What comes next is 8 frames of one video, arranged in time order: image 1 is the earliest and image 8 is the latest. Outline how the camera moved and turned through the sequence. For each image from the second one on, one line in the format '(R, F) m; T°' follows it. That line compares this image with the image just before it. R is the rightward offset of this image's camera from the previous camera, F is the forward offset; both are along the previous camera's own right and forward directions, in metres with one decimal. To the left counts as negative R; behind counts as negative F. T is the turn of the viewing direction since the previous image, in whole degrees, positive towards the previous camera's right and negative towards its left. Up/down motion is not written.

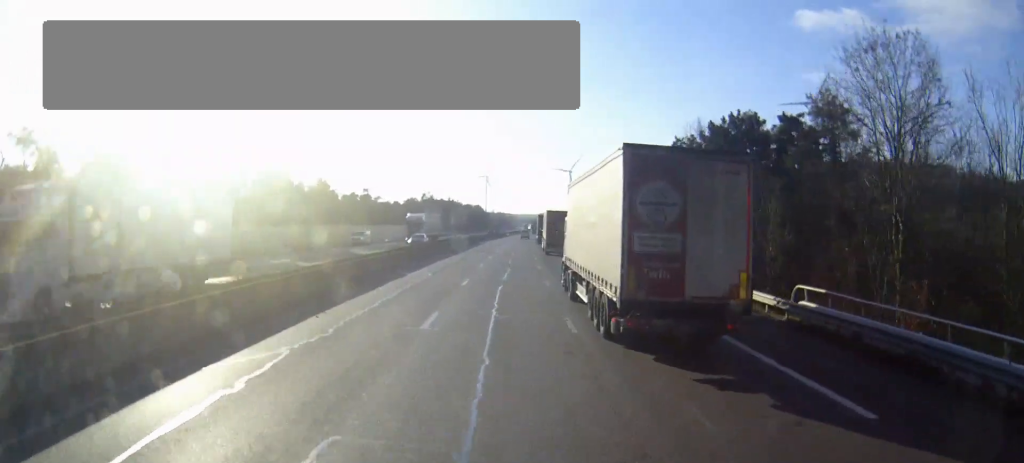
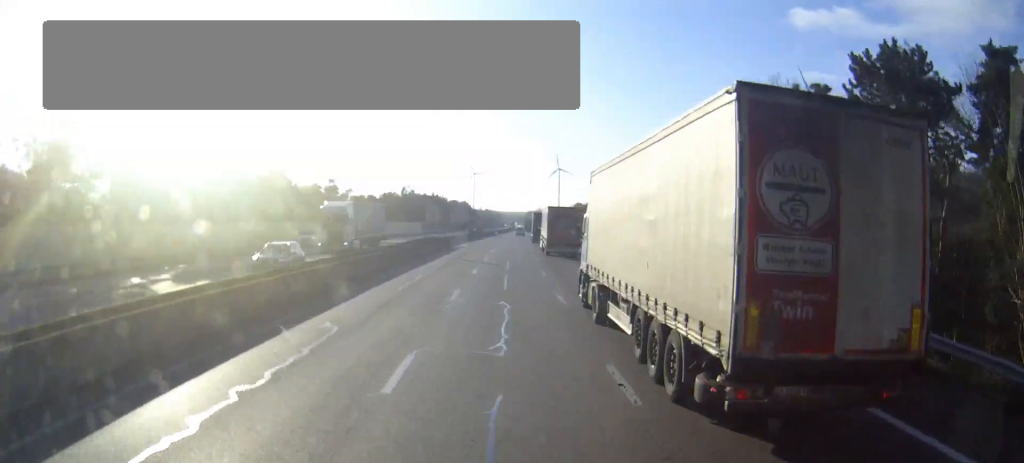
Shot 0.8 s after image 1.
(+0.1, +19.8) m; +1°
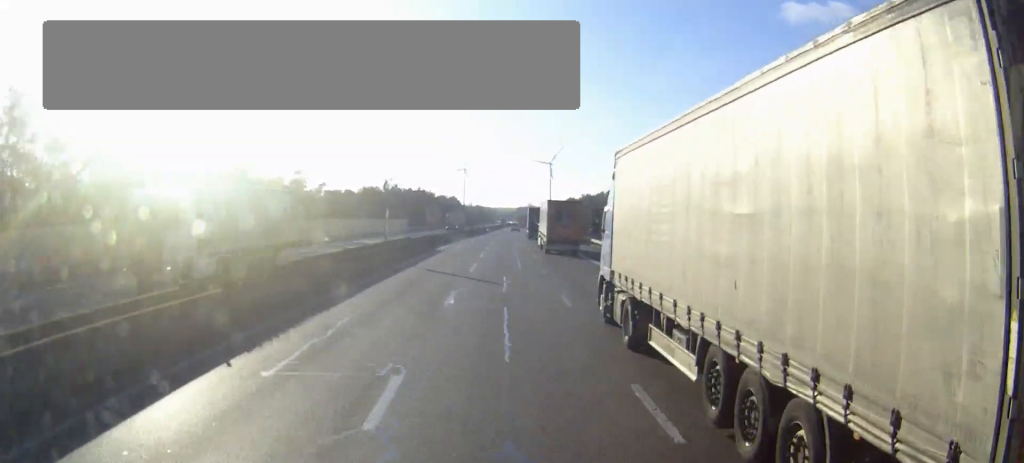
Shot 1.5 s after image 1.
(+0.1, +15.0) m; +1°
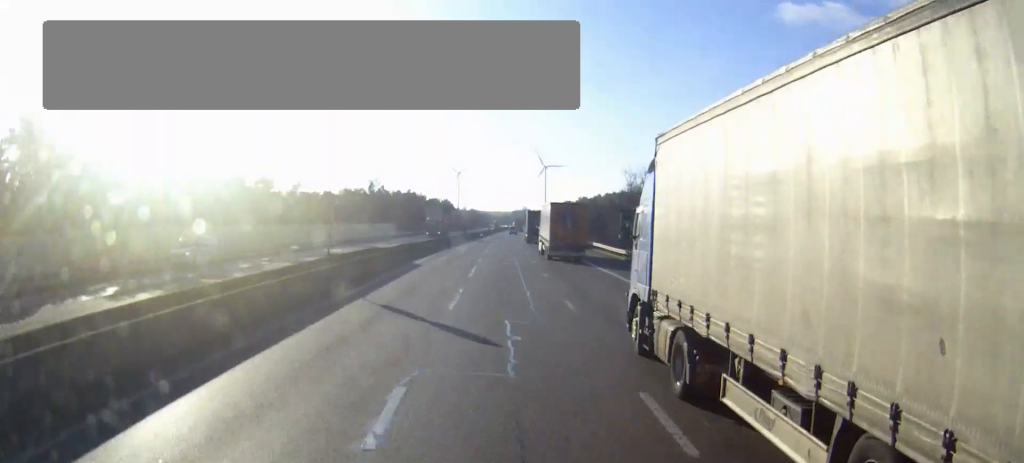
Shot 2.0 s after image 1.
(+0.1, +13.4) m; 0°
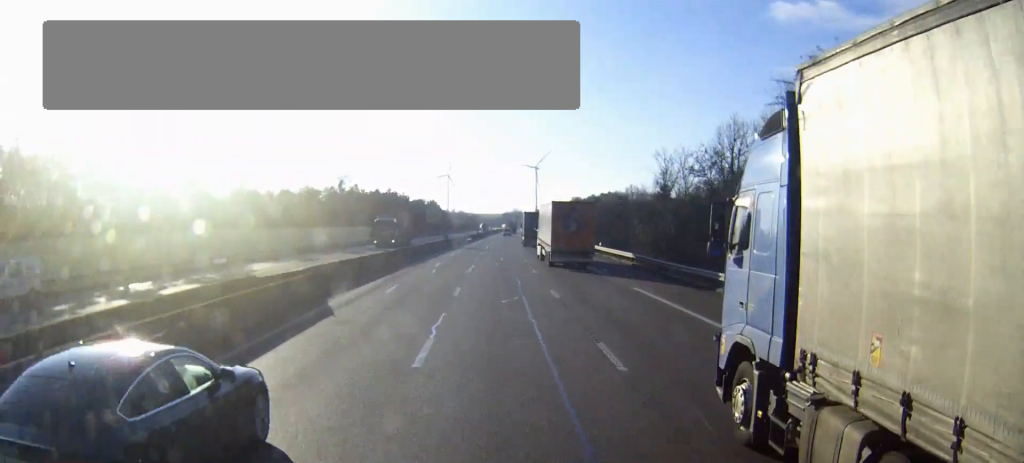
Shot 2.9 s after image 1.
(+0.1, +21.3) m; 0°
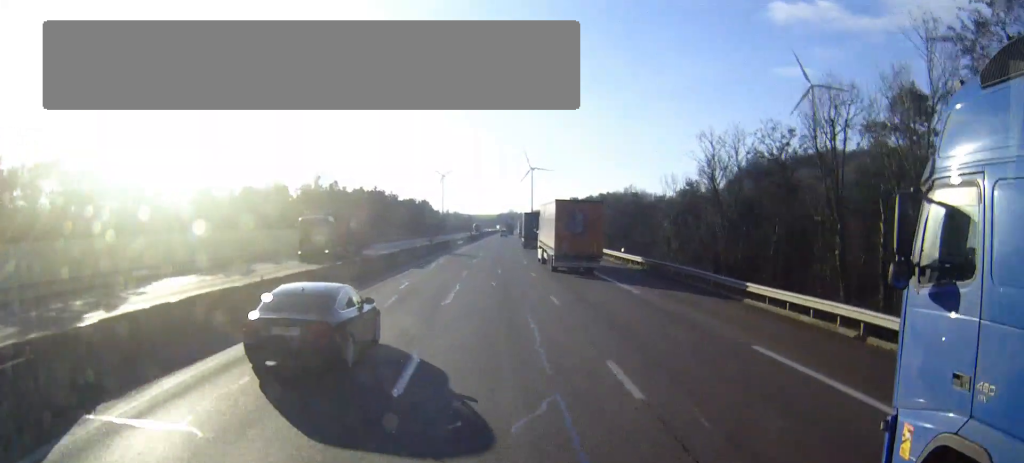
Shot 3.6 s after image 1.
(0.0, +15.0) m; 0°
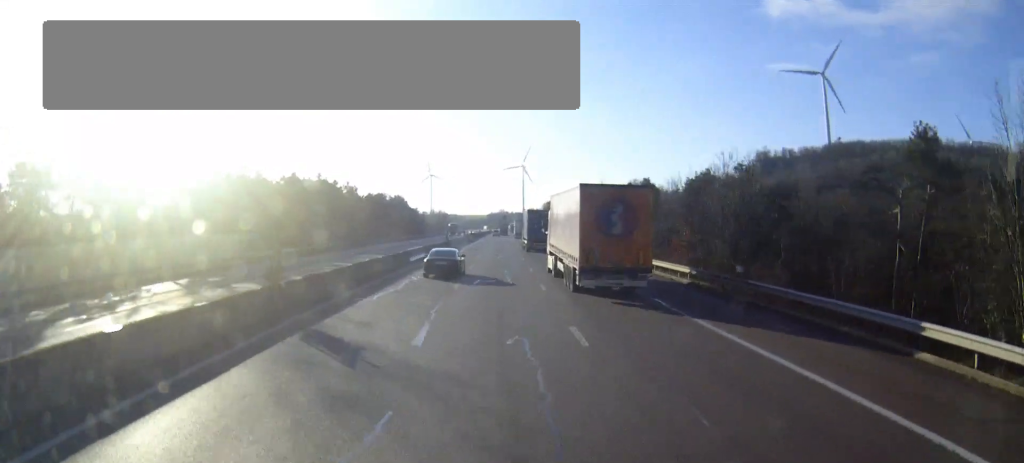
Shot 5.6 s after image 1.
(+0.5, +47.6) m; +1°
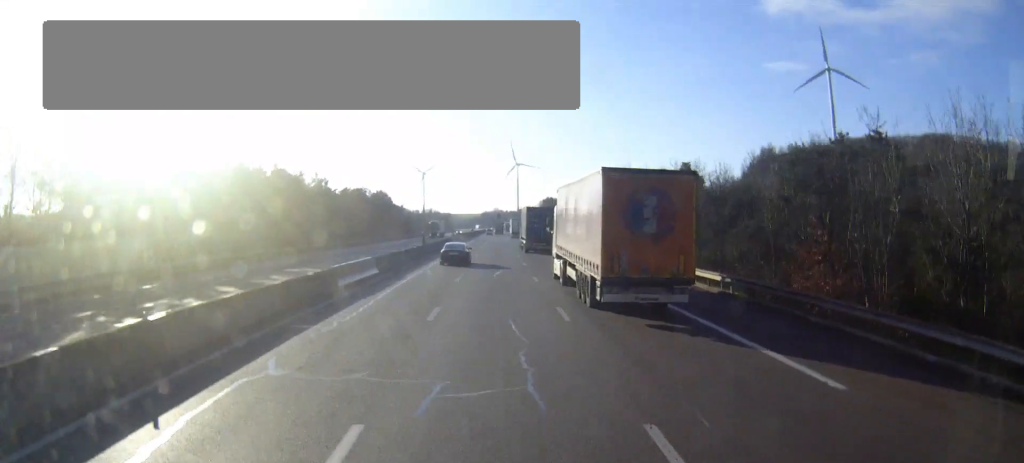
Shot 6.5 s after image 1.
(0.0, +22.4) m; 0°
